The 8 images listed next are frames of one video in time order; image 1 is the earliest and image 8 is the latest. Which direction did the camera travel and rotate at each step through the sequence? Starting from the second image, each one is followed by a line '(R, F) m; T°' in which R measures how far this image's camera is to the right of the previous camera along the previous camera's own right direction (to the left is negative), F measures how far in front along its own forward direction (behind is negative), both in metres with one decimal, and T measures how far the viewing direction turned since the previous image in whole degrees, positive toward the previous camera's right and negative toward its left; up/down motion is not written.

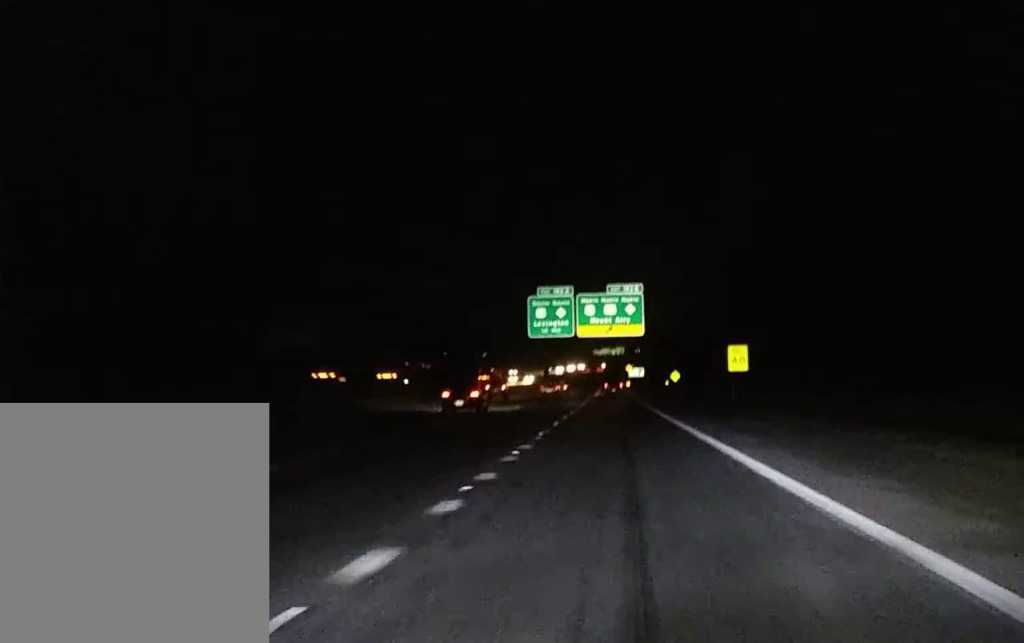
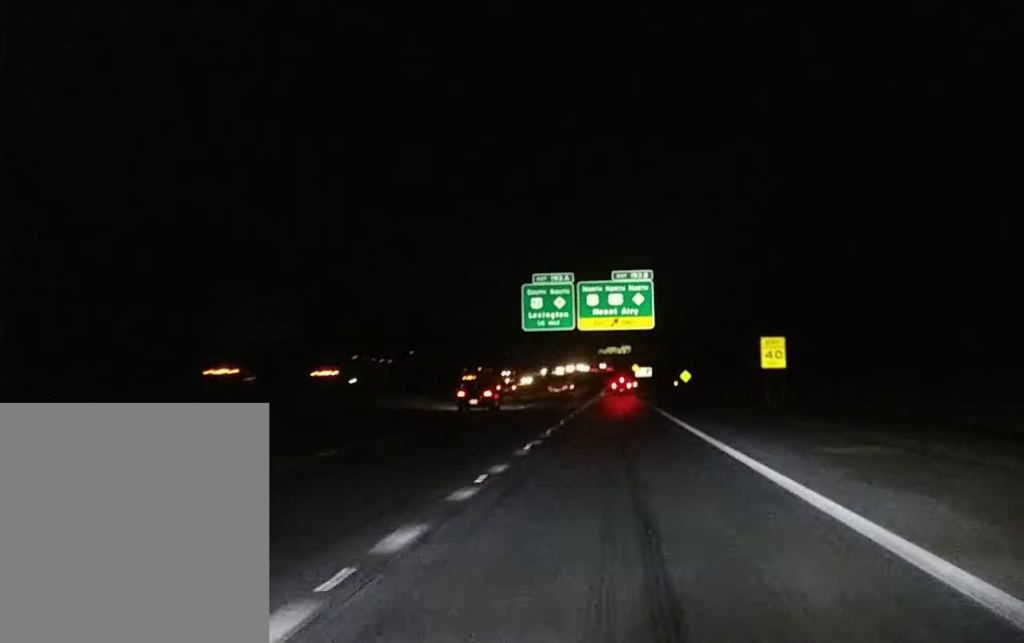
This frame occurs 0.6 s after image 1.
(-0.1, +12.2) m; 0°
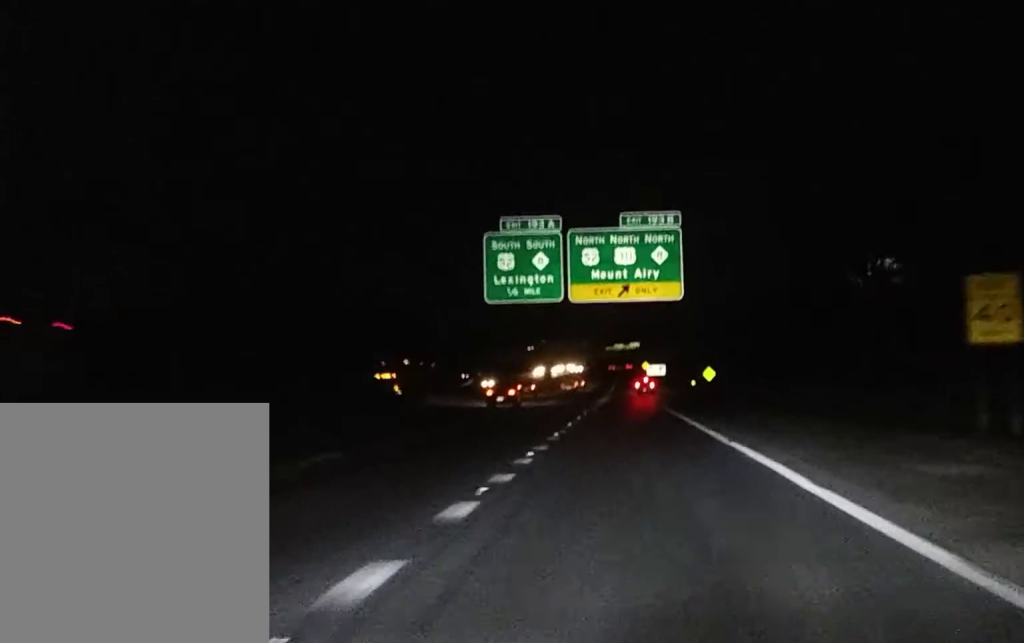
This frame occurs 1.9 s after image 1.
(-0.1, +27.3) m; 0°
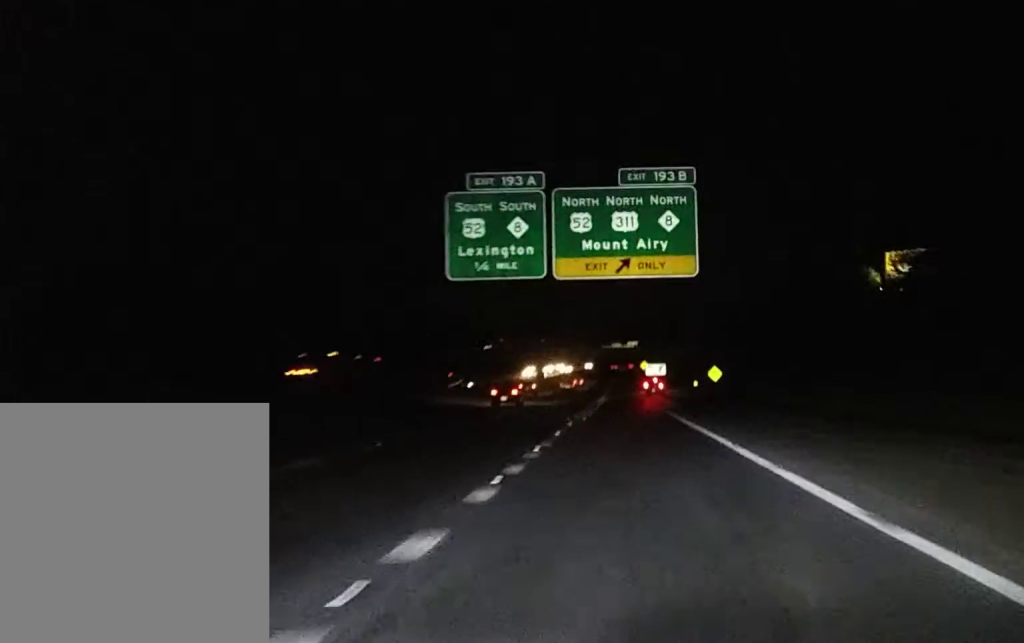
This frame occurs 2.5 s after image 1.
(0.0, +10.1) m; 0°
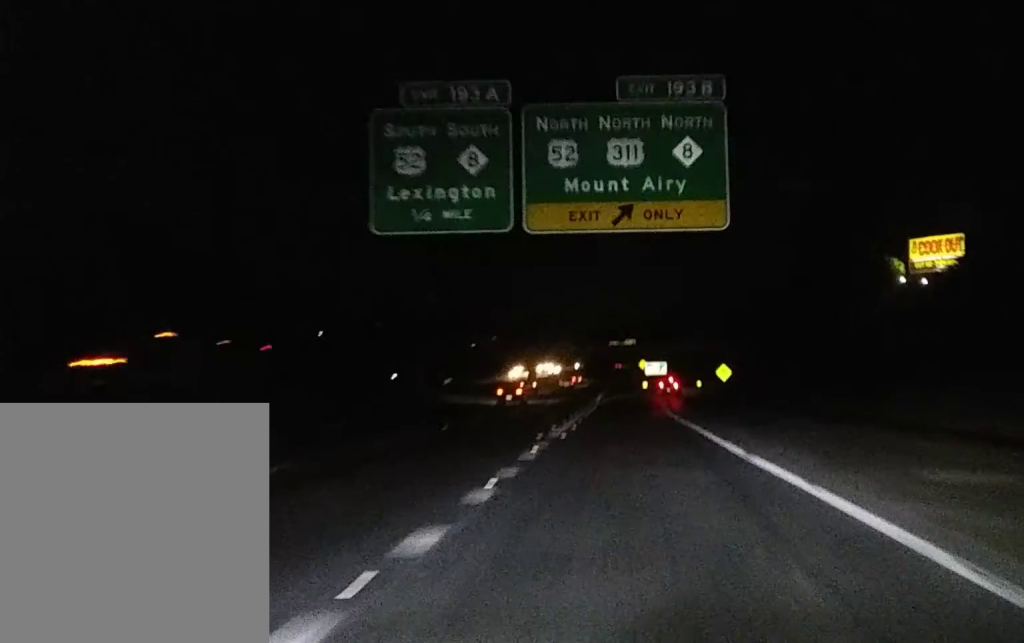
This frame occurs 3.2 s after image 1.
(0.0, +12.5) m; 0°
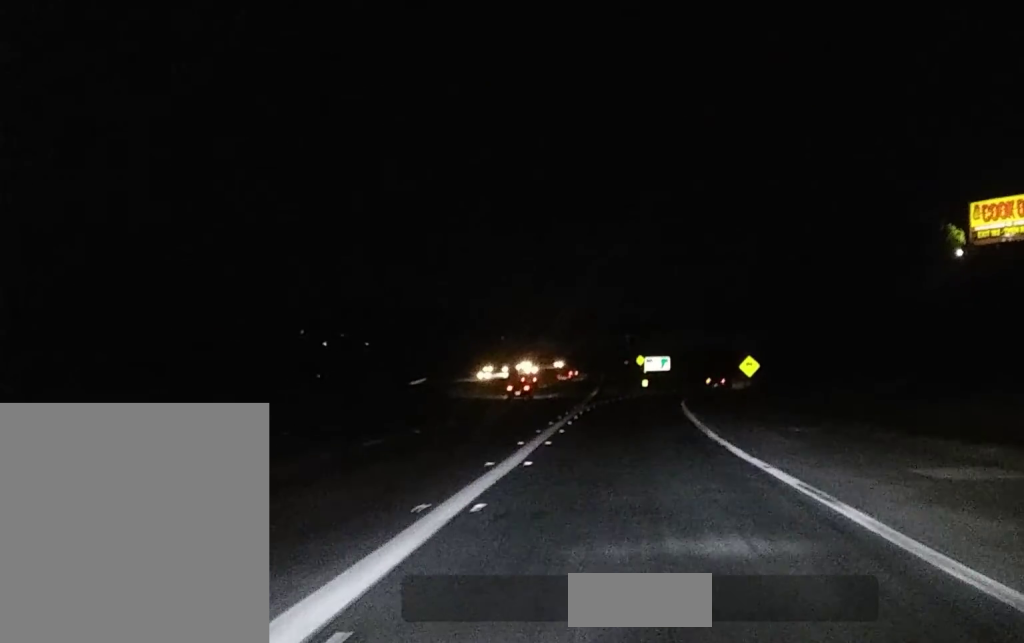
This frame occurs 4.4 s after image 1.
(+0.2, +23.7) m; +1°
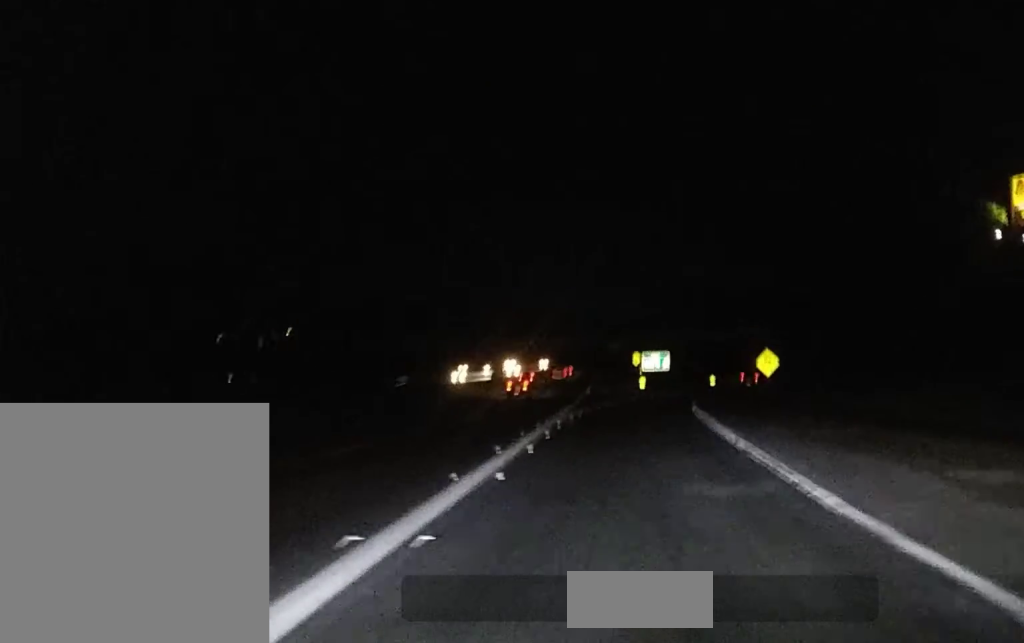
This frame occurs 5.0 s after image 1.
(+0.1, +15.1) m; 0°
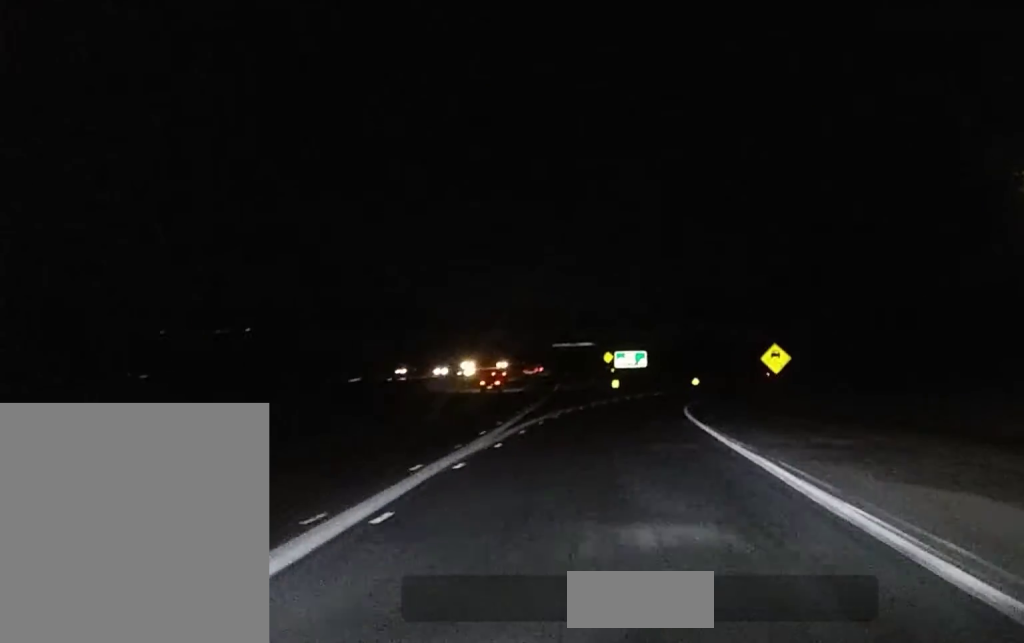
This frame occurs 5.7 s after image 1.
(+0.1, +20.3) m; +1°
